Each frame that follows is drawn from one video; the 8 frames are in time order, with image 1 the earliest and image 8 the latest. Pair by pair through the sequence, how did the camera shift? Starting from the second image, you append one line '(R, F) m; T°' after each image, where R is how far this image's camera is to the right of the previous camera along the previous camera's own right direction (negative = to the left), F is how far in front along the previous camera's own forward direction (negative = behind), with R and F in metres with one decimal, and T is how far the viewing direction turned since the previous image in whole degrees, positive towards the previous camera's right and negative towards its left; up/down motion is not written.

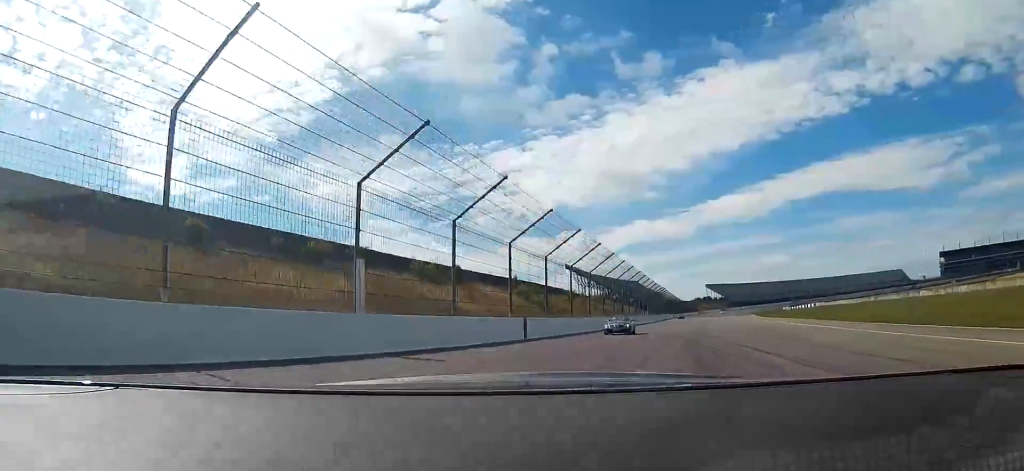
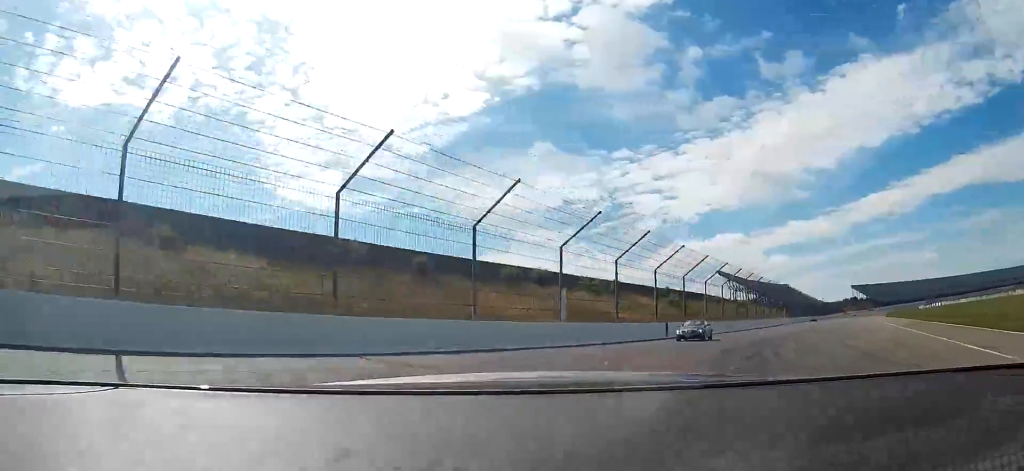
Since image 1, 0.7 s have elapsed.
(-2.0, +12.5) m; -15°
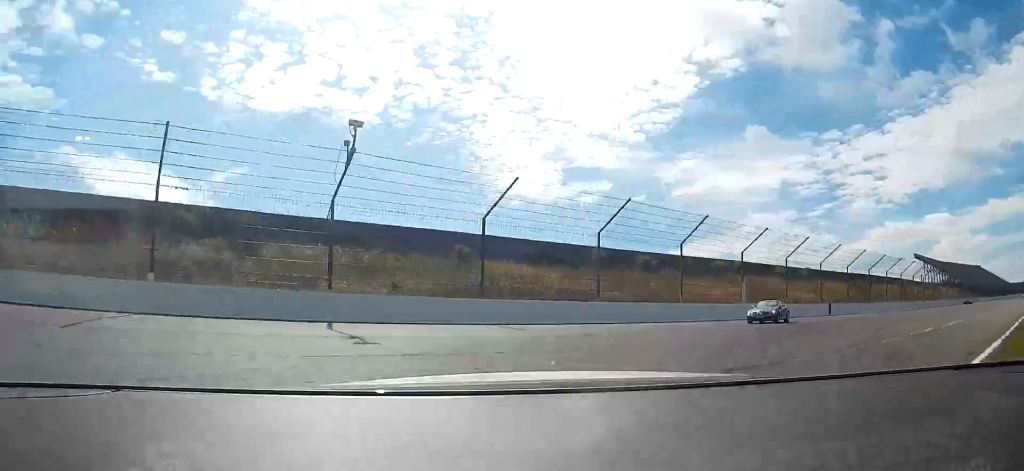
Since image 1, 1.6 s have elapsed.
(-2.3, +13.3) m; -21°
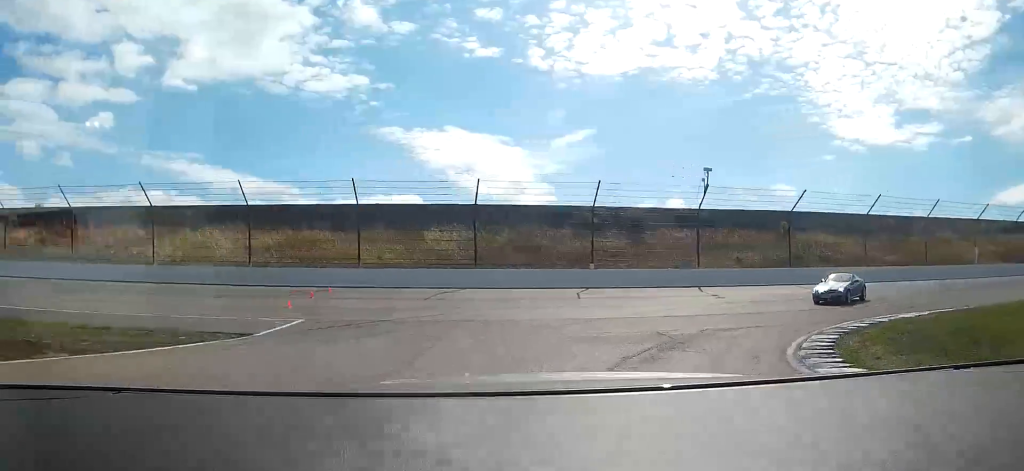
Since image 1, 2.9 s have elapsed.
(-4.8, +16.0) m; -36°
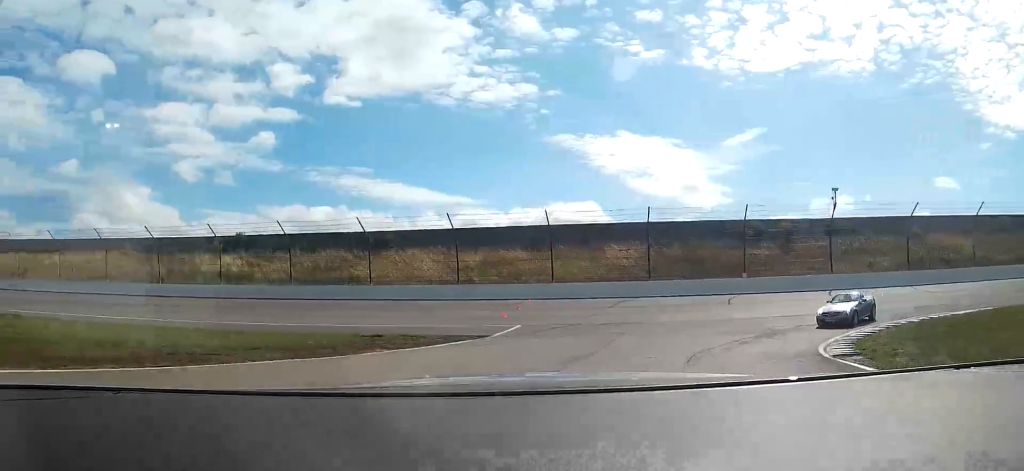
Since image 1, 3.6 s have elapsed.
(-1.5, +7.9) m; -18°
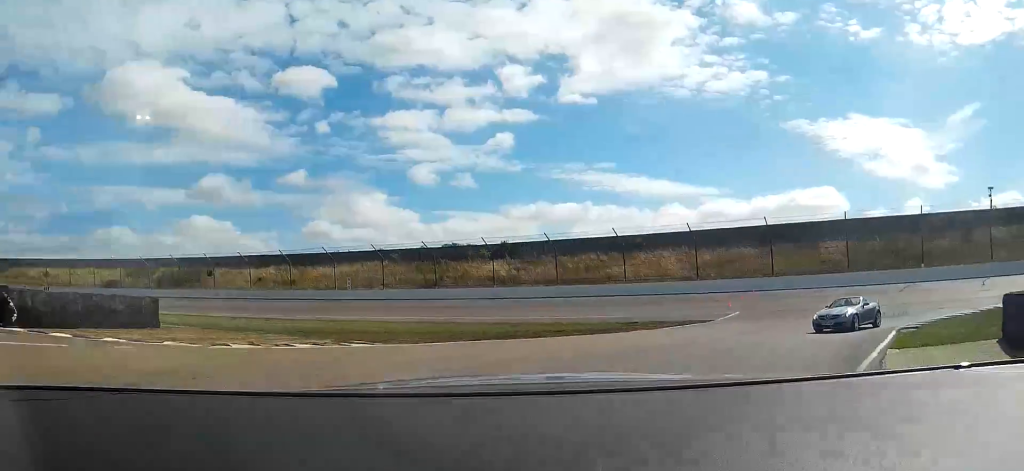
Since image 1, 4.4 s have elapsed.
(-2.0, +10.6) m; -23°
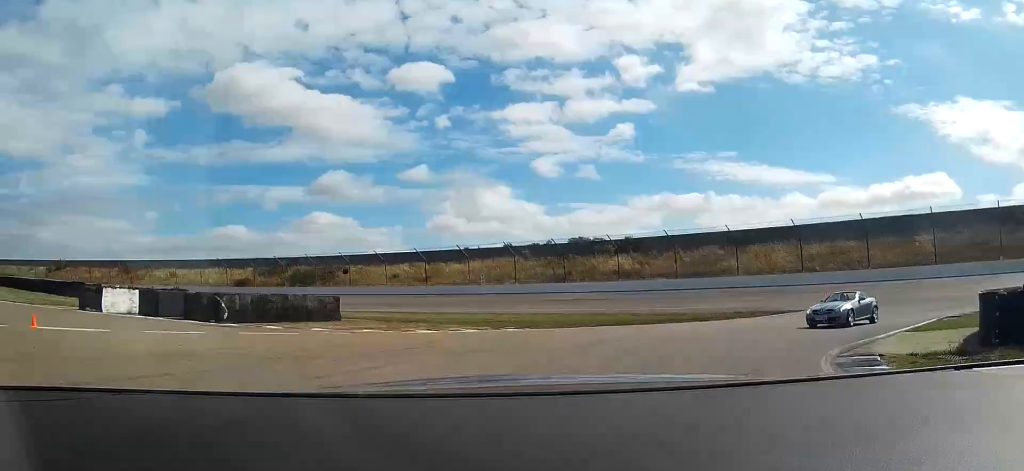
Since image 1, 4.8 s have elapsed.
(-0.7, +5.6) m; -10°
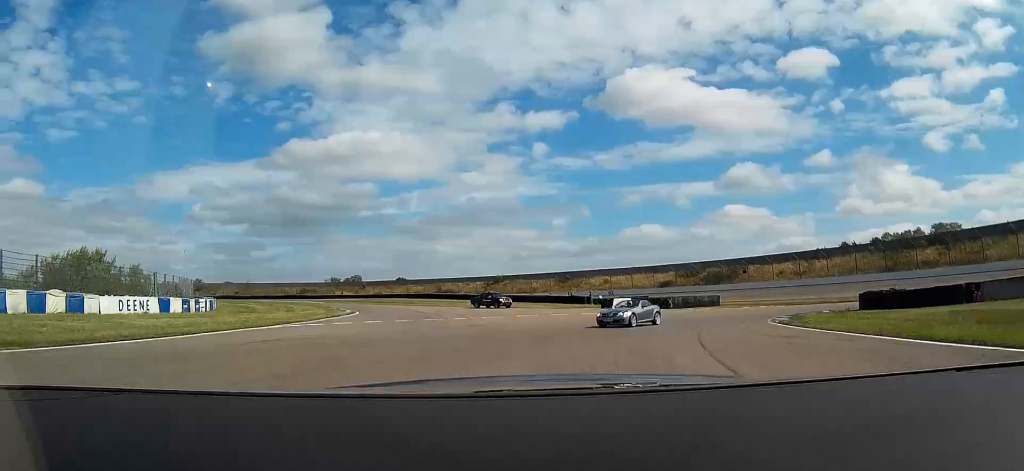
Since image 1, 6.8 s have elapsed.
(-12.7, +33.4) m; -32°
